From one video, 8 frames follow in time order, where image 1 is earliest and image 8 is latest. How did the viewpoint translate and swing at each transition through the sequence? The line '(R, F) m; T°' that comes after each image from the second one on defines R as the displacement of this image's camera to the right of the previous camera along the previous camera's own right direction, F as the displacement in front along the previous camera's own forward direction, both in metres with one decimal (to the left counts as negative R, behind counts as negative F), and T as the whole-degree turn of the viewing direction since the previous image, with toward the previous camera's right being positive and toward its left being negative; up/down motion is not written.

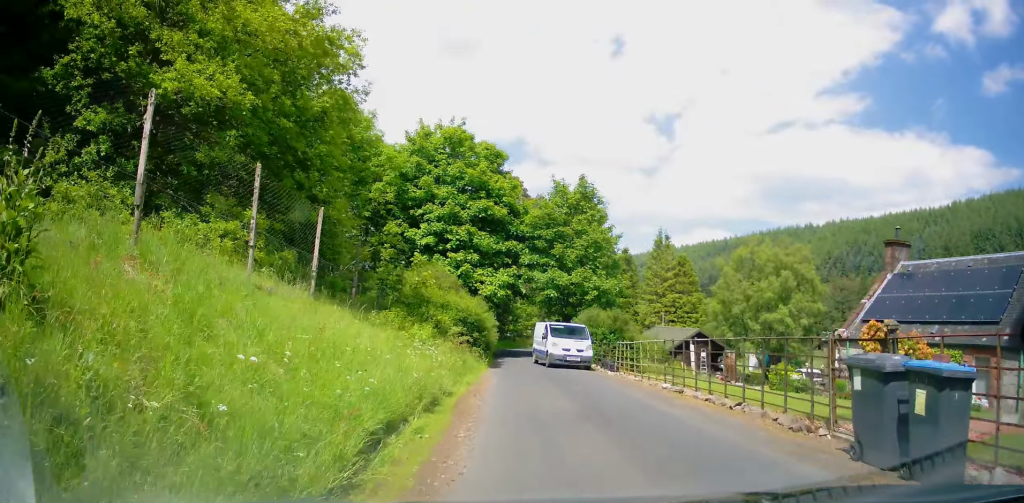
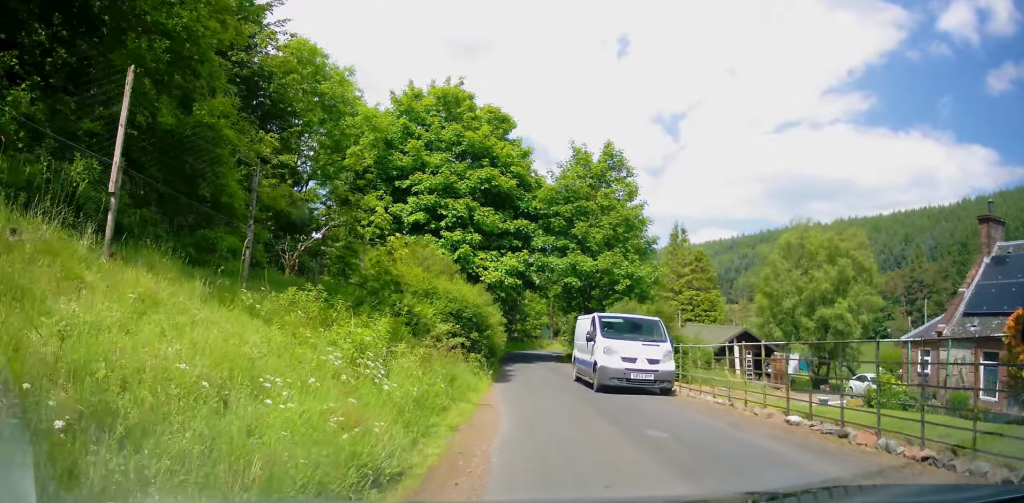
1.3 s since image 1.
(-0.2, +9.1) m; 0°
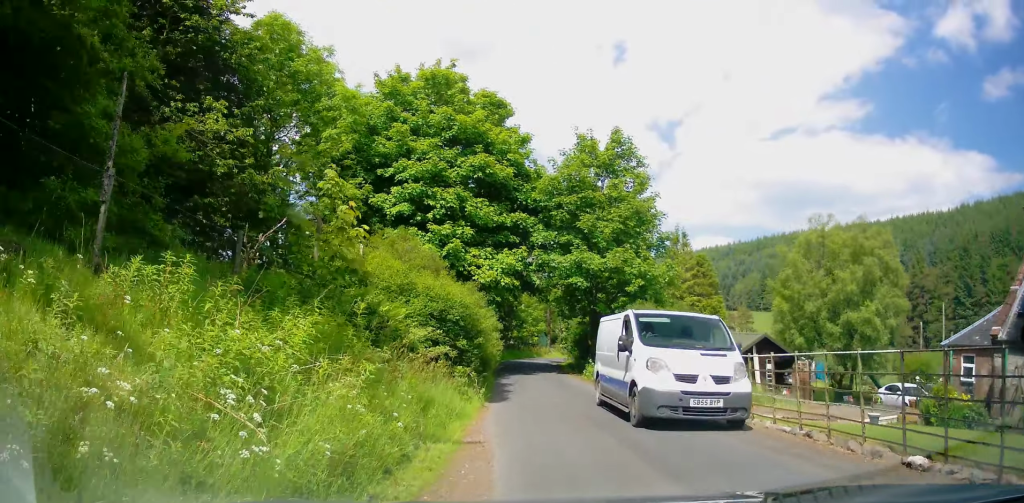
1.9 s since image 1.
(0.0, +4.0) m; +2°
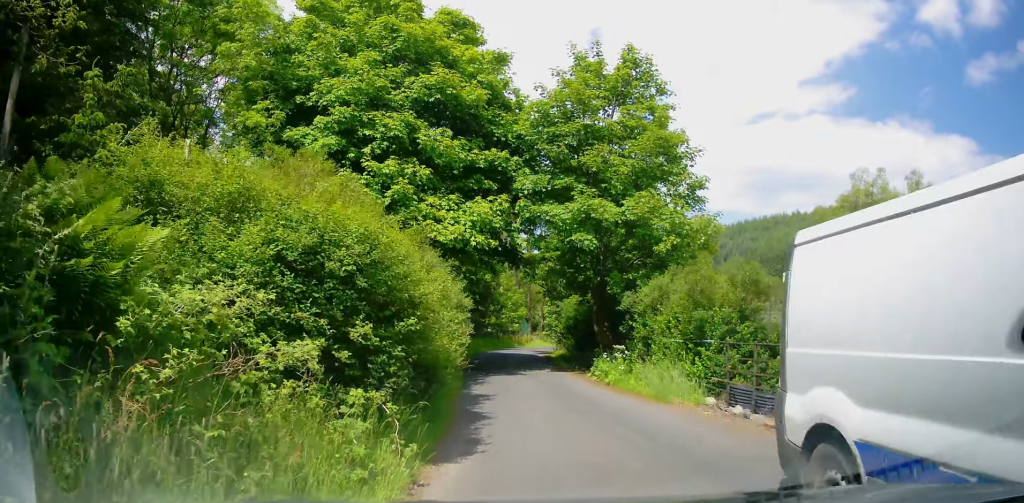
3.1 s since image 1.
(+0.3, +8.0) m; +2°
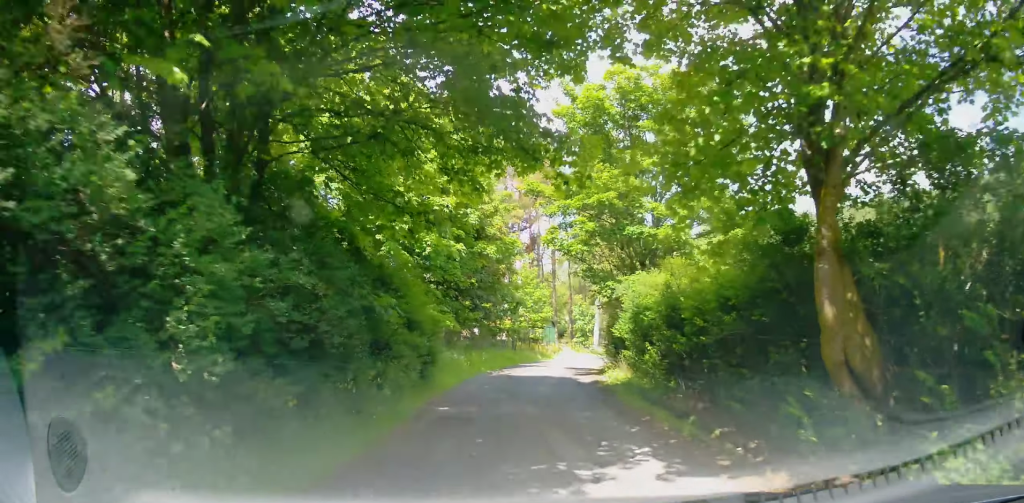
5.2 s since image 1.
(-0.5, +14.5) m; -5°
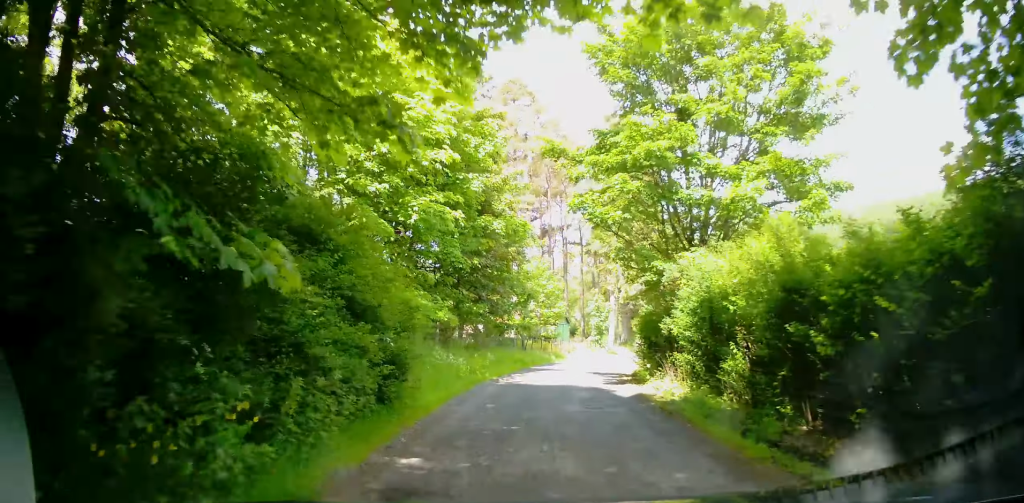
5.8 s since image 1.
(-0.1, +4.8) m; -1°
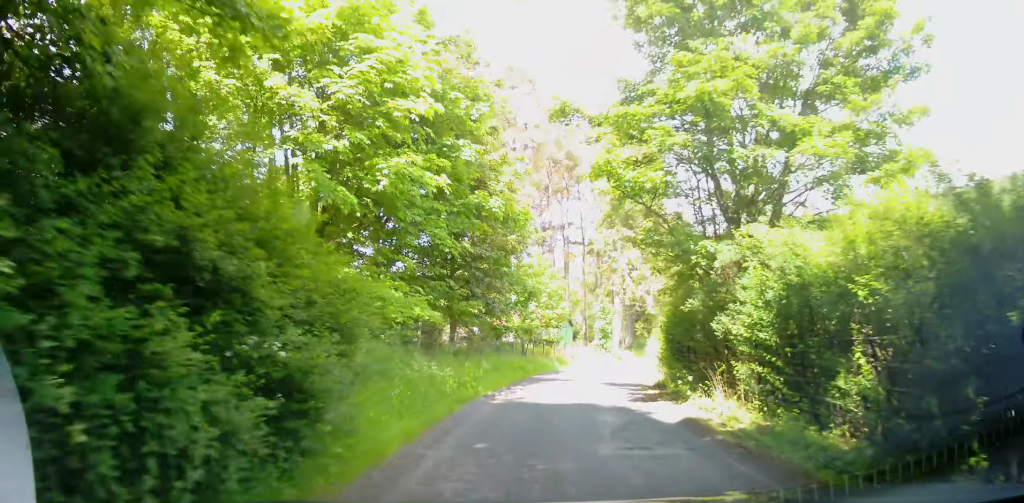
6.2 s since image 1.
(-0.1, +3.6) m; 0°
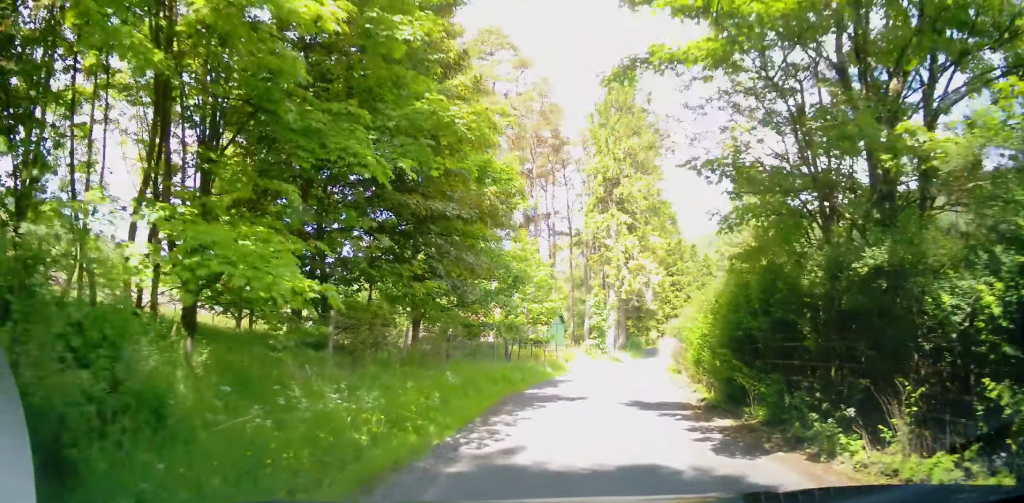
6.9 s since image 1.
(0.0, +6.2) m; +3°
